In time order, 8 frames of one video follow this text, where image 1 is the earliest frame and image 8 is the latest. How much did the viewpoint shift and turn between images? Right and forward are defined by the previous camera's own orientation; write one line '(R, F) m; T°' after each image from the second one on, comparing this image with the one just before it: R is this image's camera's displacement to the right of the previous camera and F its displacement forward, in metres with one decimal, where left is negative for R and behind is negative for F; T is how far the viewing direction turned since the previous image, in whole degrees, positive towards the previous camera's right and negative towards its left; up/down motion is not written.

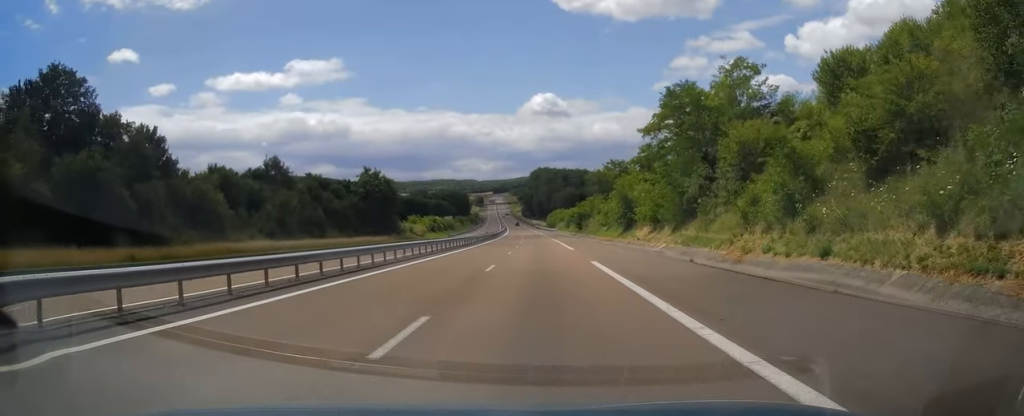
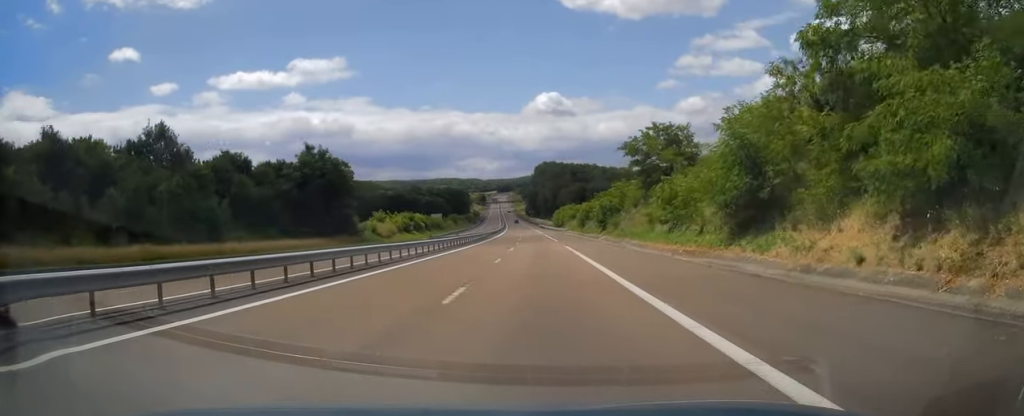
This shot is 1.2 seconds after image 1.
(-0.2, +35.0) m; -1°
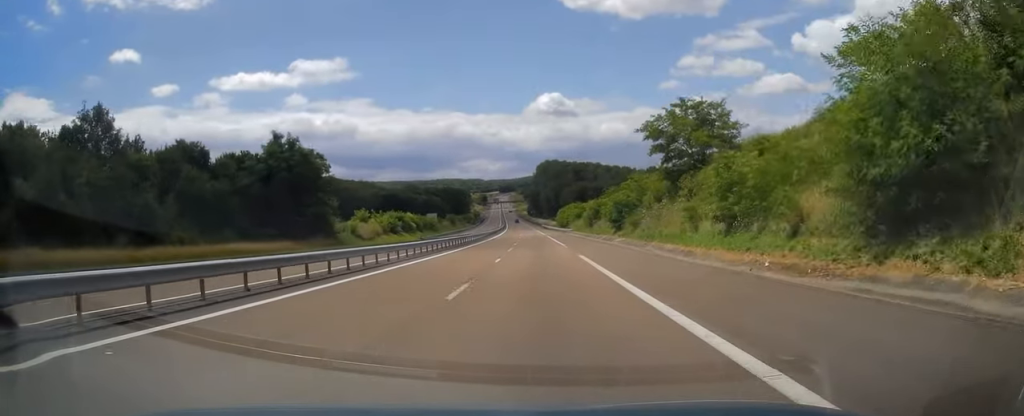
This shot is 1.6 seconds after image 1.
(0.0, +12.4) m; 0°
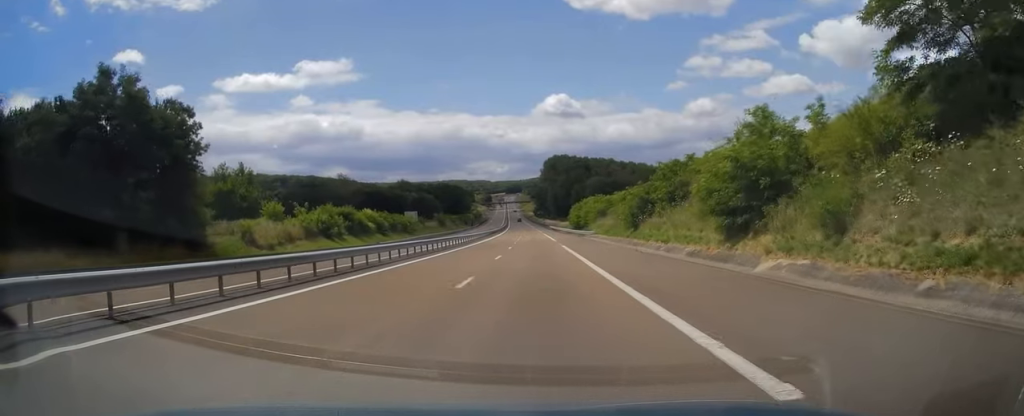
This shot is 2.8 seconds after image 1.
(-0.2, +36.8) m; -1°
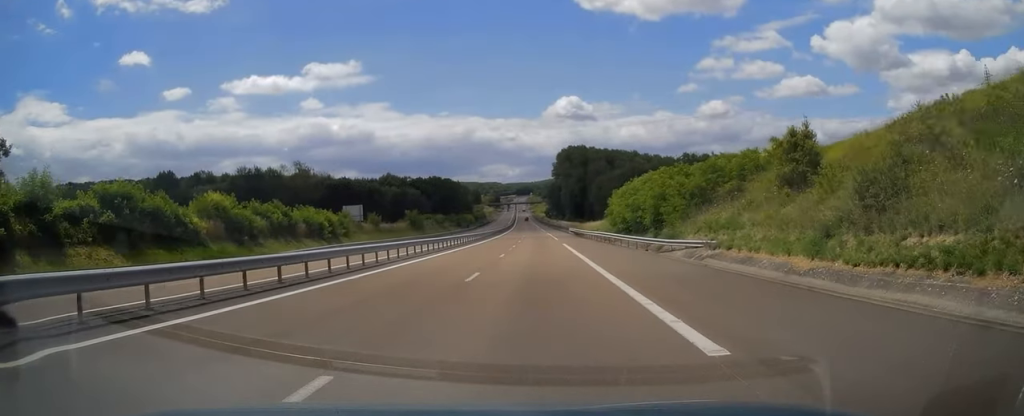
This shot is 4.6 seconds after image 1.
(-0.6, +49.5) m; -1°
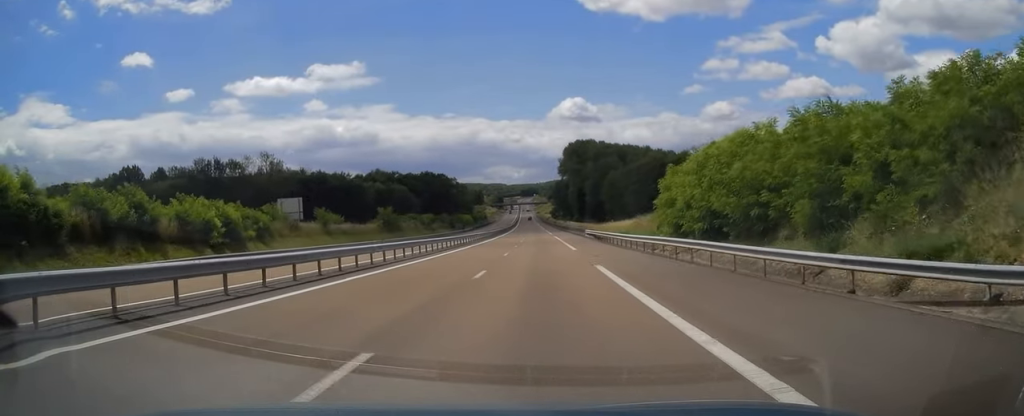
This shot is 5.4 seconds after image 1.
(0.0, +24.2) m; 0°
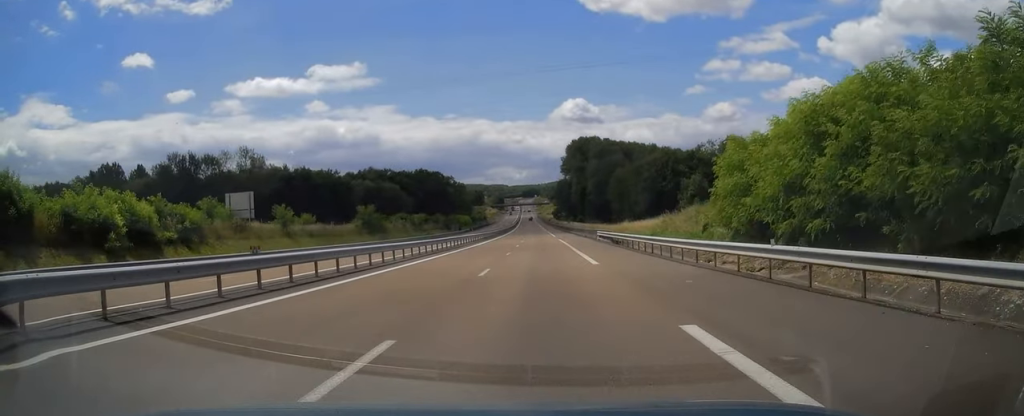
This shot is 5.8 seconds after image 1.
(0.0, +11.9) m; 0°
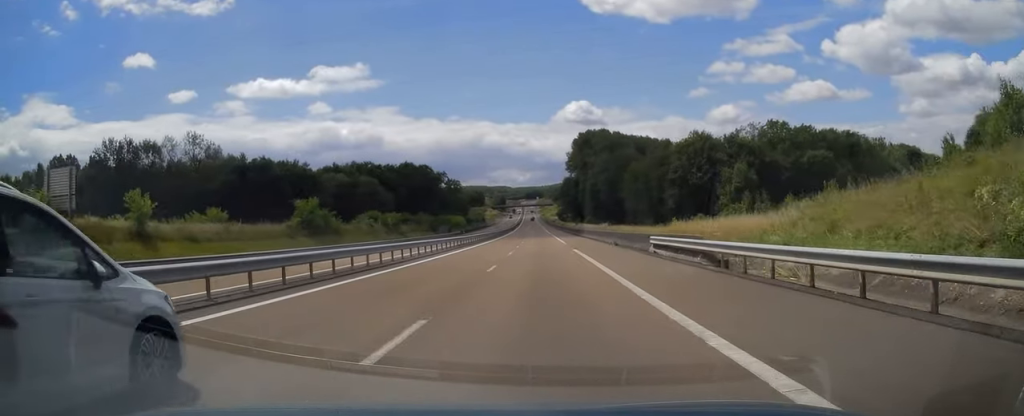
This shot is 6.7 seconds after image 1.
(-0.1, +22.9) m; 0°
